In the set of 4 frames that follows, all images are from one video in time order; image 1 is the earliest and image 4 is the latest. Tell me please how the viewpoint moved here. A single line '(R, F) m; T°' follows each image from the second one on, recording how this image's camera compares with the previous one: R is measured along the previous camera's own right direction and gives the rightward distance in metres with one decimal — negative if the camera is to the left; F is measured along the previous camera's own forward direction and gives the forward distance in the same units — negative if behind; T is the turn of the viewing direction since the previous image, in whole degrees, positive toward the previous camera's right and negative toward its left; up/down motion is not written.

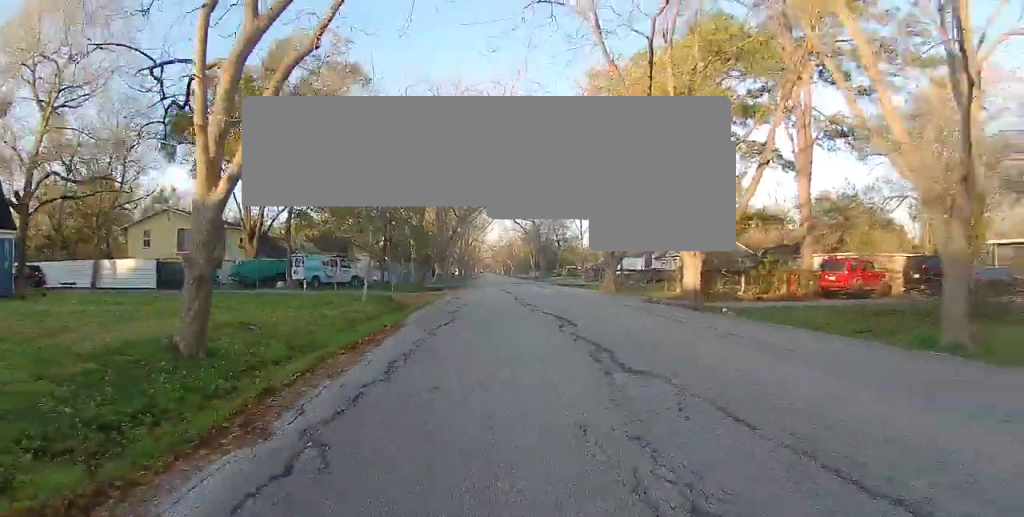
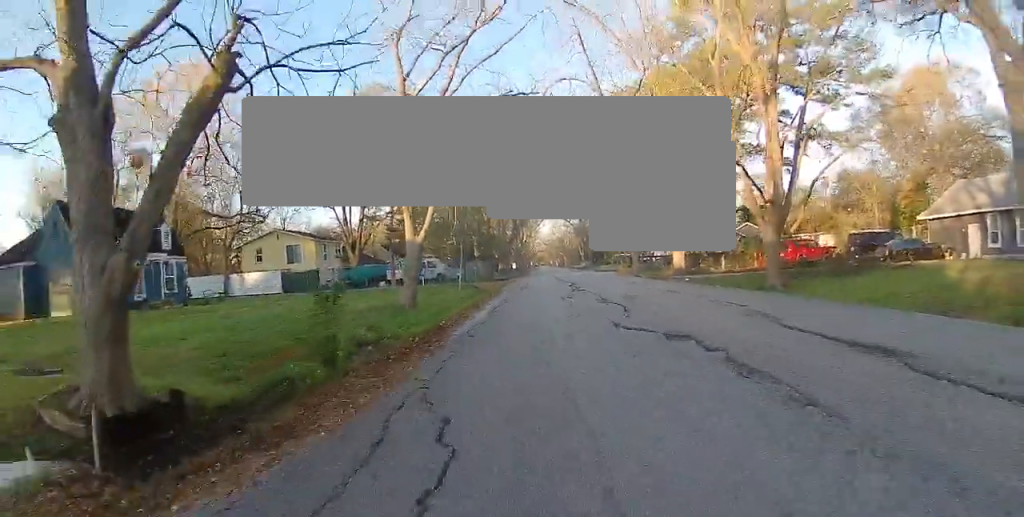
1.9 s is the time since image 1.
(-0.4, +12.0) m; 0°
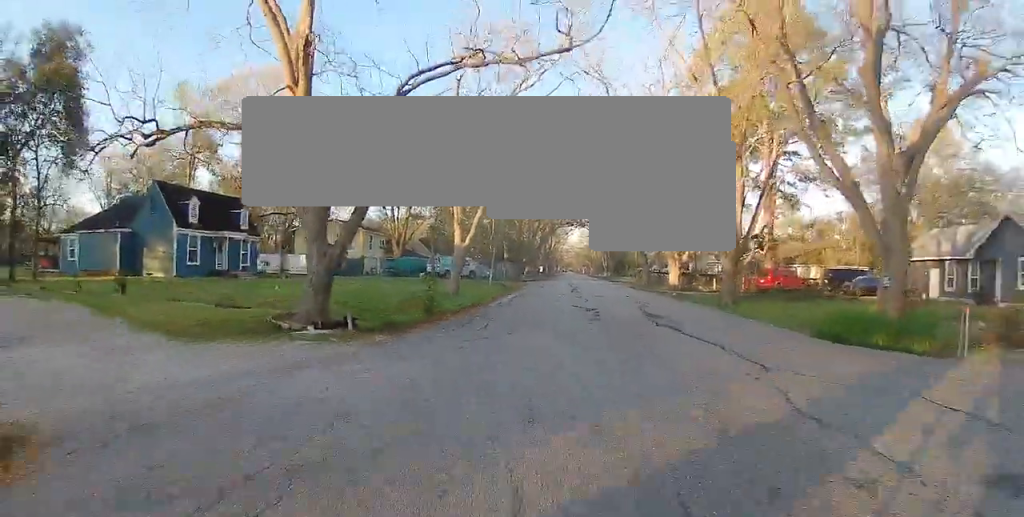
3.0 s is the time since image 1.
(+0.1, +7.3) m; -2°
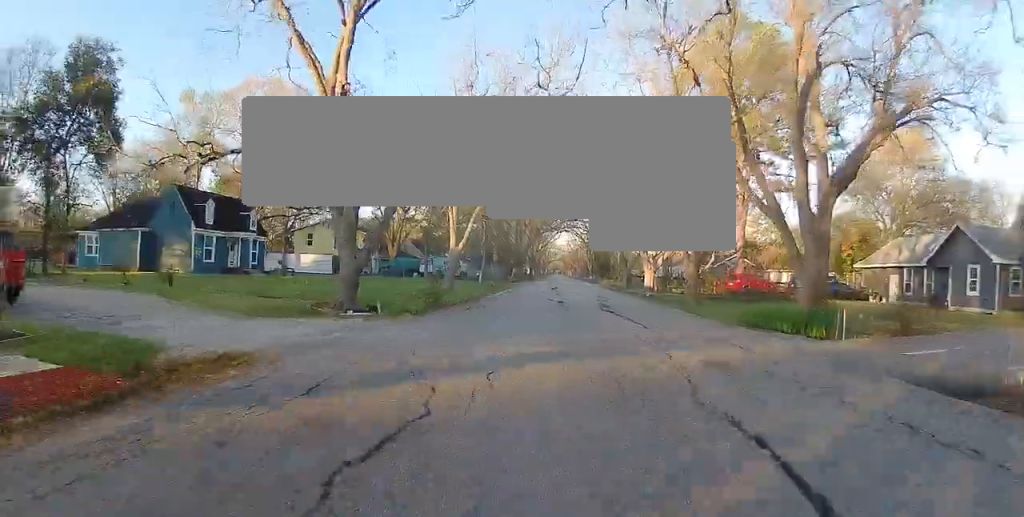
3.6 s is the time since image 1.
(-0.2, +4.0) m; -2°
